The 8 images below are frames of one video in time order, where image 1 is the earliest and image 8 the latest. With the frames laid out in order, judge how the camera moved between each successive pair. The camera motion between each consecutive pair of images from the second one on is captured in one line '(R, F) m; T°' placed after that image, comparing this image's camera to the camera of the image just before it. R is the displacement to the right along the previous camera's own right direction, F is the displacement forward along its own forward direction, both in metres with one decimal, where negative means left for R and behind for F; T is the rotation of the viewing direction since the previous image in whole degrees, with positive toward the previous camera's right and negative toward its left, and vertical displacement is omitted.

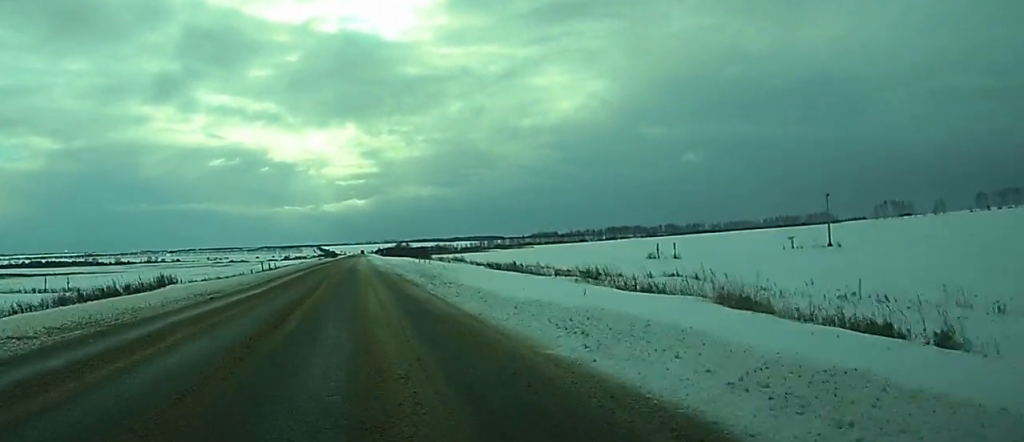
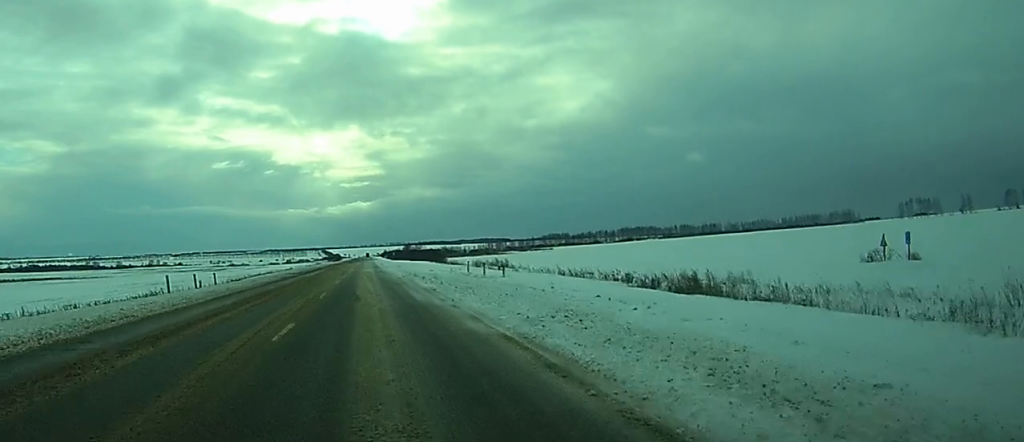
(0.0, +36.3) m; 0°
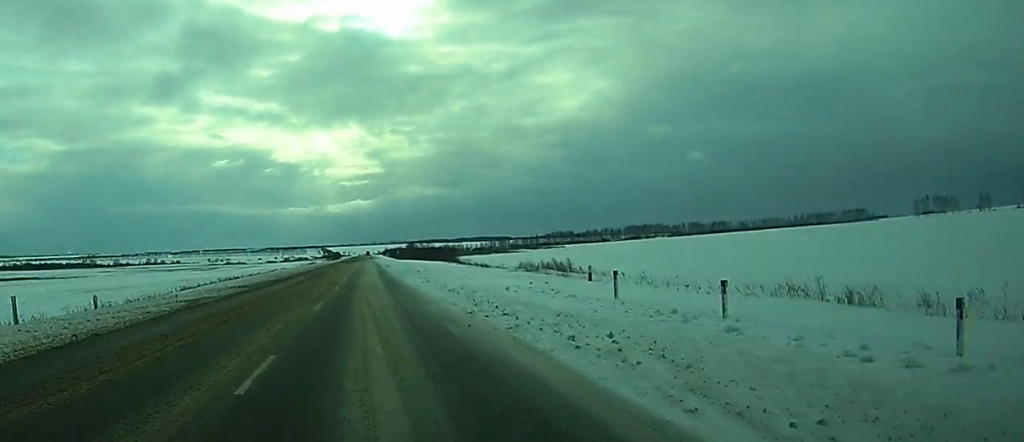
(+0.1, +28.2) m; 0°
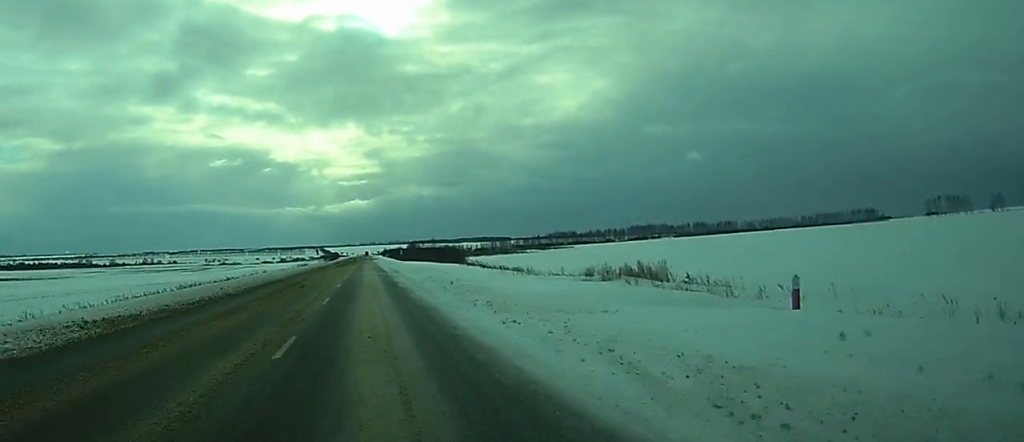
(0.0, +20.9) m; 0°
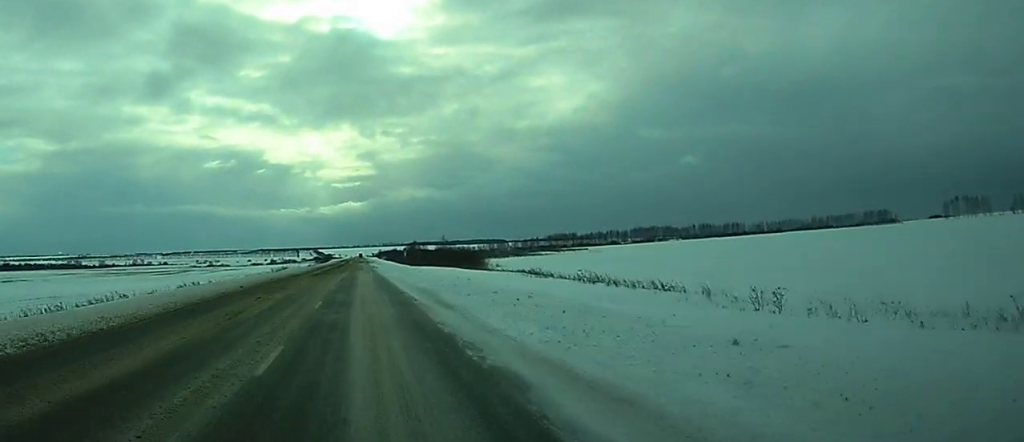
(+0.2, +37.3) m; 0°
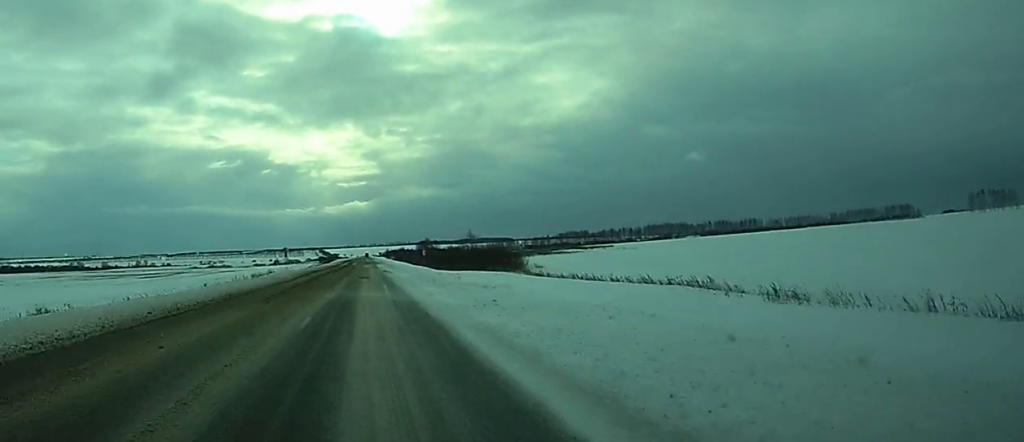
(0.0, +30.1) m; 0°
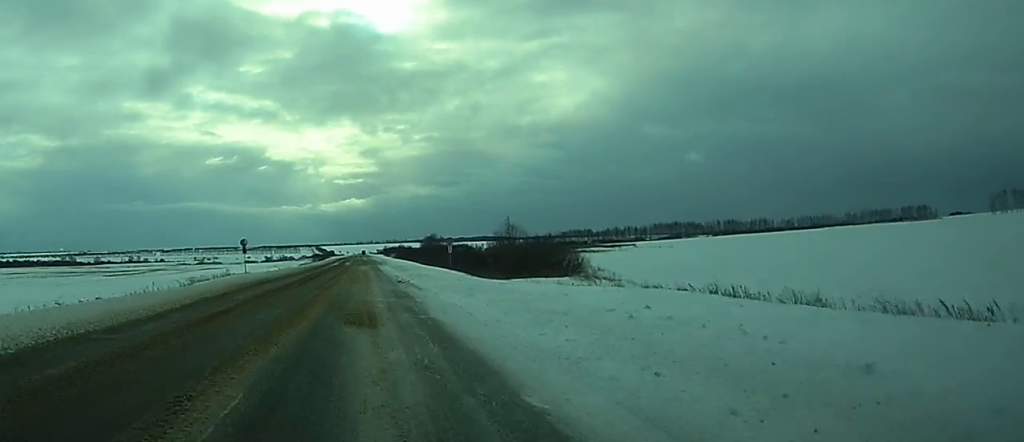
(-0.1, +33.8) m; 0°
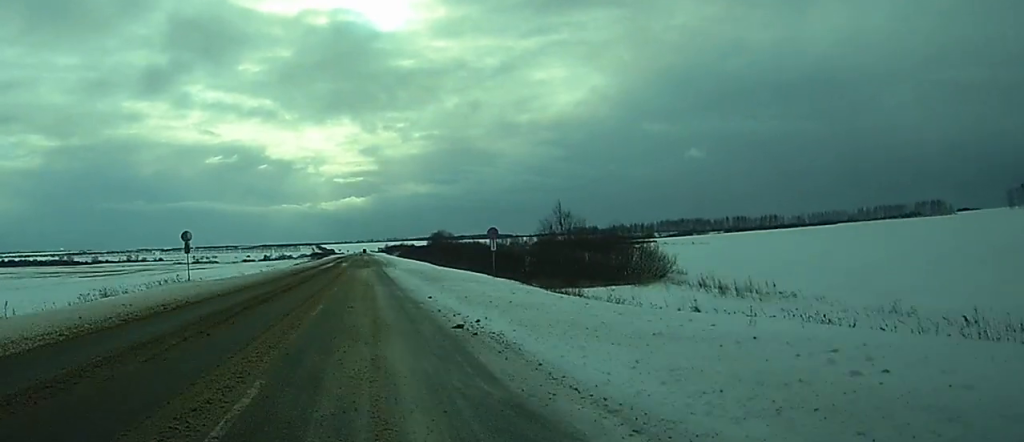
(0.0, +22.8) m; 0°
